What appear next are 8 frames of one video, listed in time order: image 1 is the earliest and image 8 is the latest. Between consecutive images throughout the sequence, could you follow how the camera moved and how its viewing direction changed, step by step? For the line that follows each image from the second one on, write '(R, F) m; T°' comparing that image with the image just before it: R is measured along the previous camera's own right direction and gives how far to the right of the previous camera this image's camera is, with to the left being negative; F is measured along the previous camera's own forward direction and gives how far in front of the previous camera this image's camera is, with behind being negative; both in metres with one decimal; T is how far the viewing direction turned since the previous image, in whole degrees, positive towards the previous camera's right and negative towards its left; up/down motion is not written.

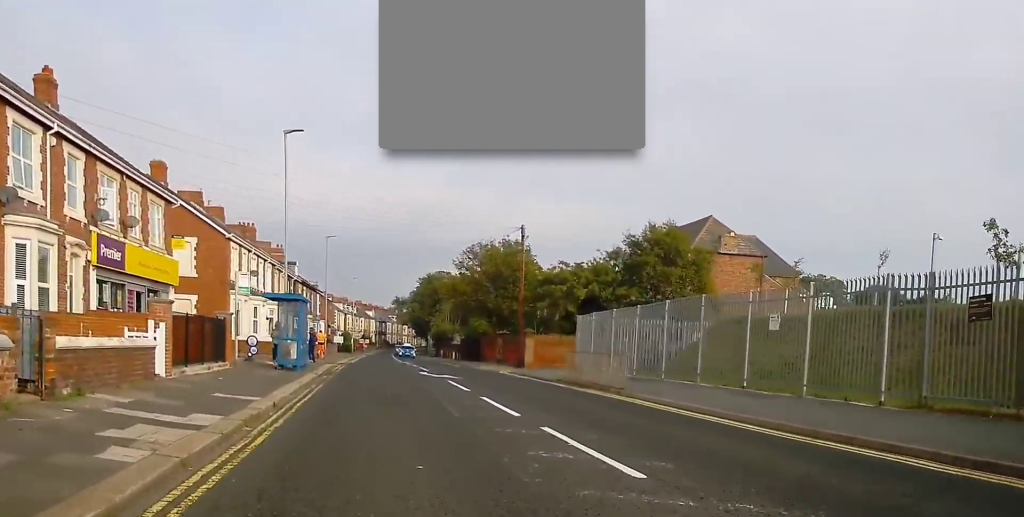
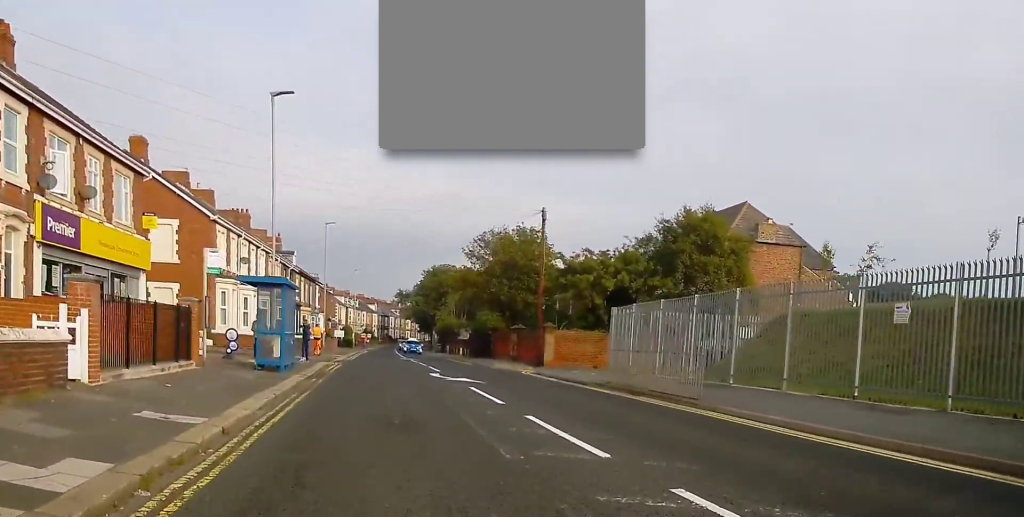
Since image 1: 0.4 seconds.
(+0.1, +4.8) m; 0°
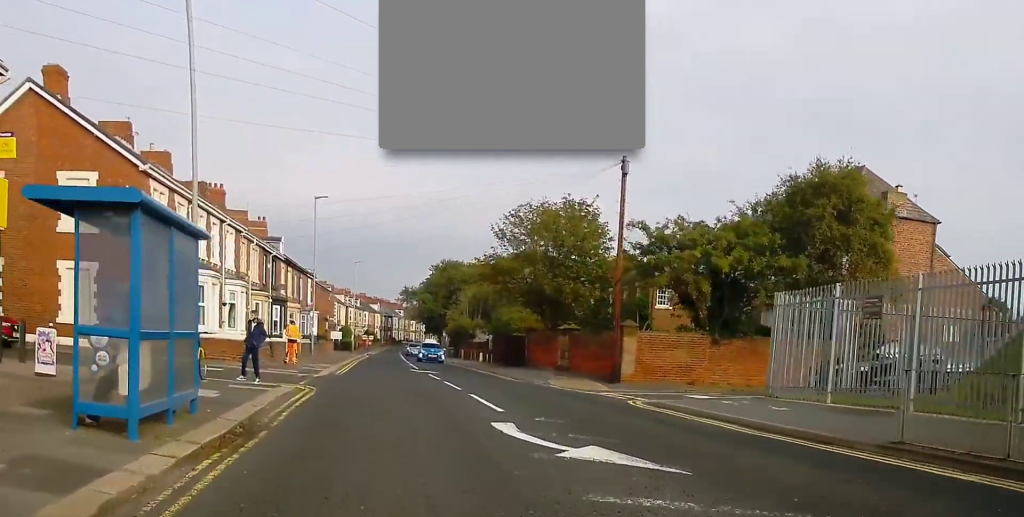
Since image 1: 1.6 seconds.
(-0.1, +12.6) m; 0°
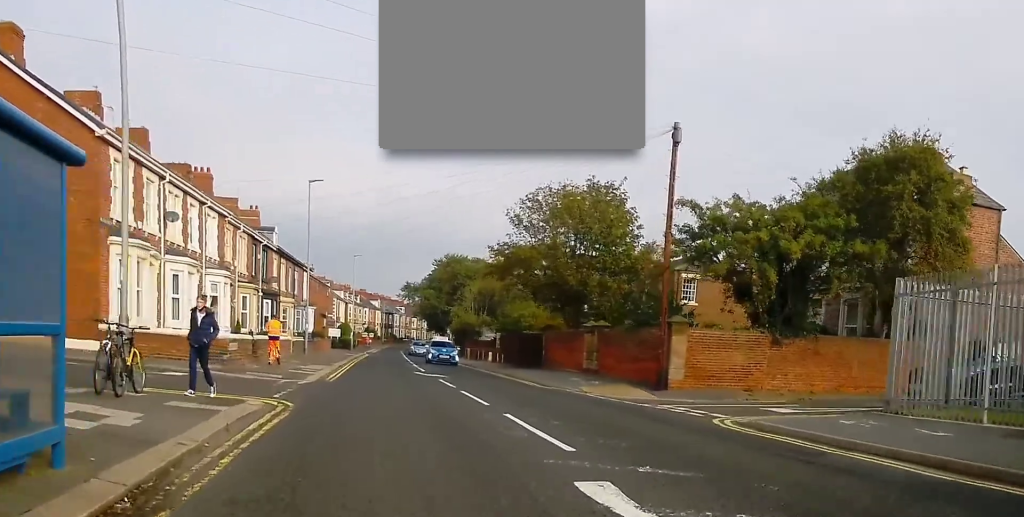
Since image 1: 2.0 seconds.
(+0.1, +4.8) m; 0°
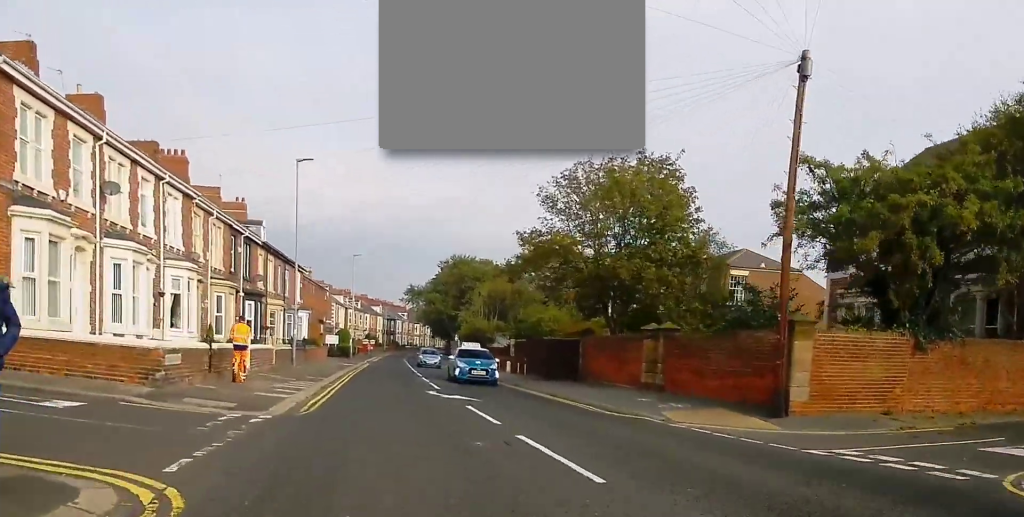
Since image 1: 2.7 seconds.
(0.0, +7.4) m; 0°
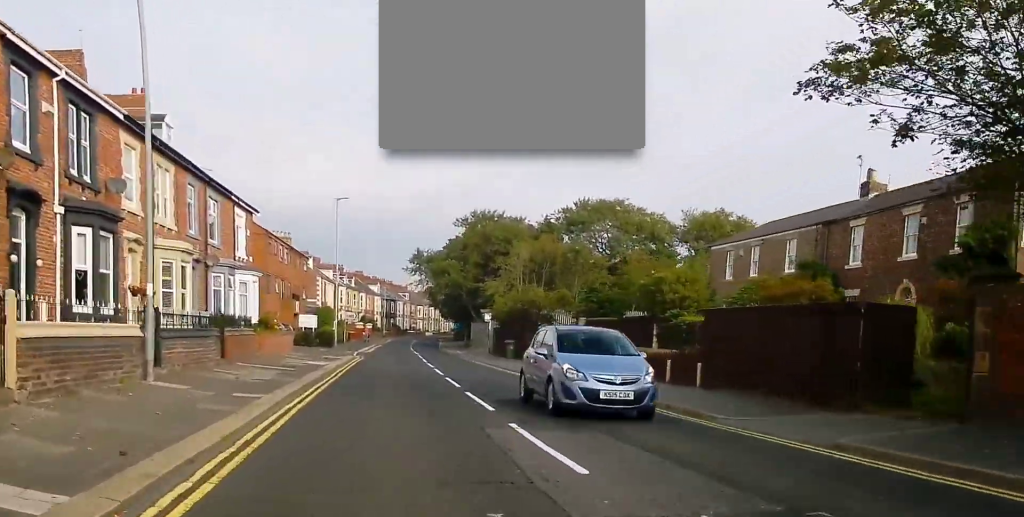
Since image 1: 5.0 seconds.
(-0.4, +24.1) m; -1°
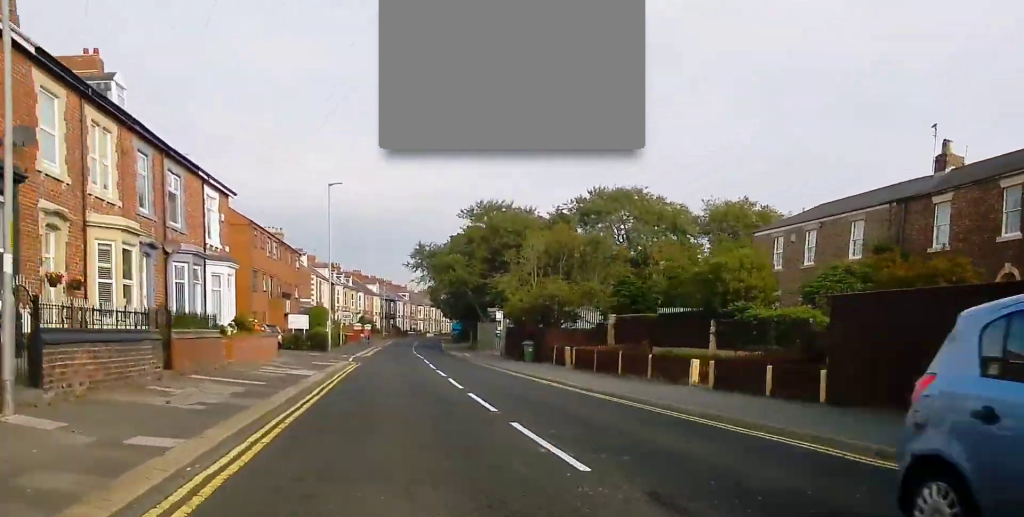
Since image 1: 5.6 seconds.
(+0.1, +6.0) m; 0°
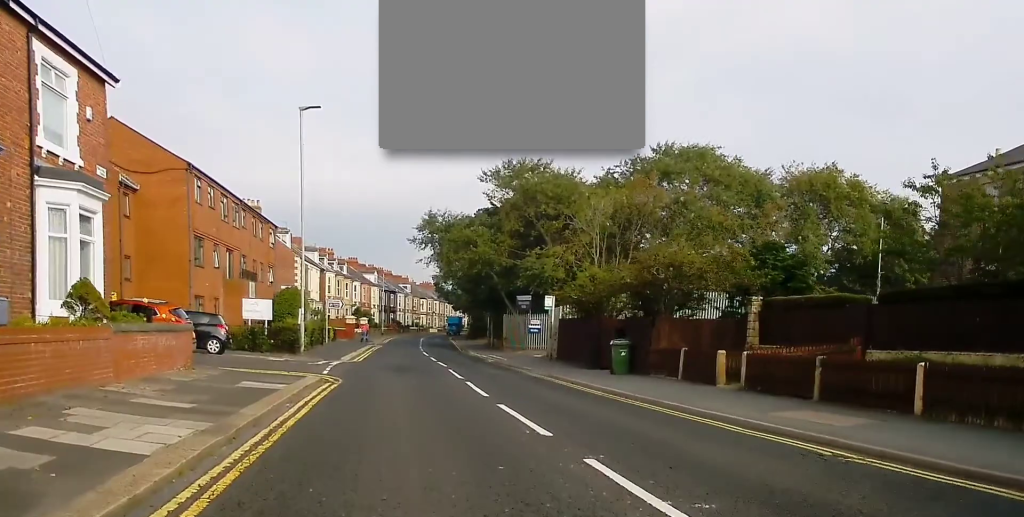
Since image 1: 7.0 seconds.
(-0.1, +15.7) m; 0°
